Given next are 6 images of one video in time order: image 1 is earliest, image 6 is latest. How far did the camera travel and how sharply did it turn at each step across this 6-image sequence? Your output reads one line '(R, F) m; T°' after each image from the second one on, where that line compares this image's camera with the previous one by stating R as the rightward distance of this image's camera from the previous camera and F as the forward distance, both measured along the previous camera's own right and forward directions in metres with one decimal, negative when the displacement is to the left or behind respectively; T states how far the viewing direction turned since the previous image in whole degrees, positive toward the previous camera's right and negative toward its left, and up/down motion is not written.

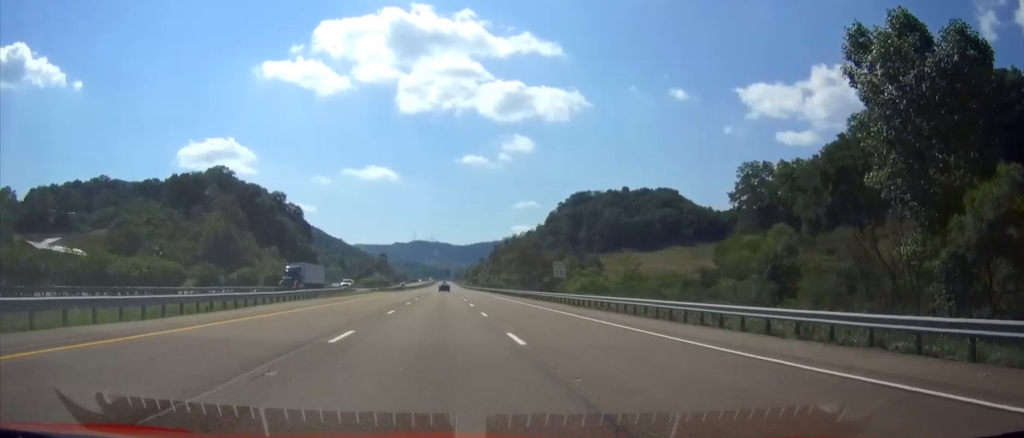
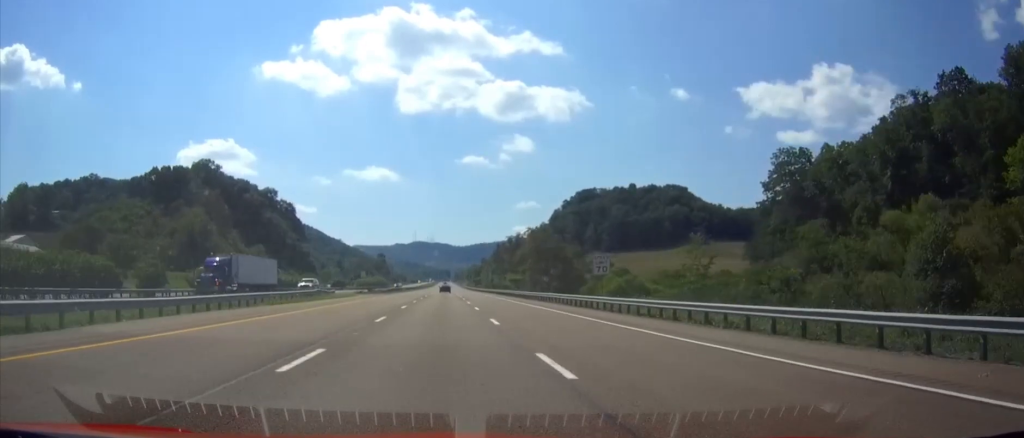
(-0.1, +17.4) m; 0°
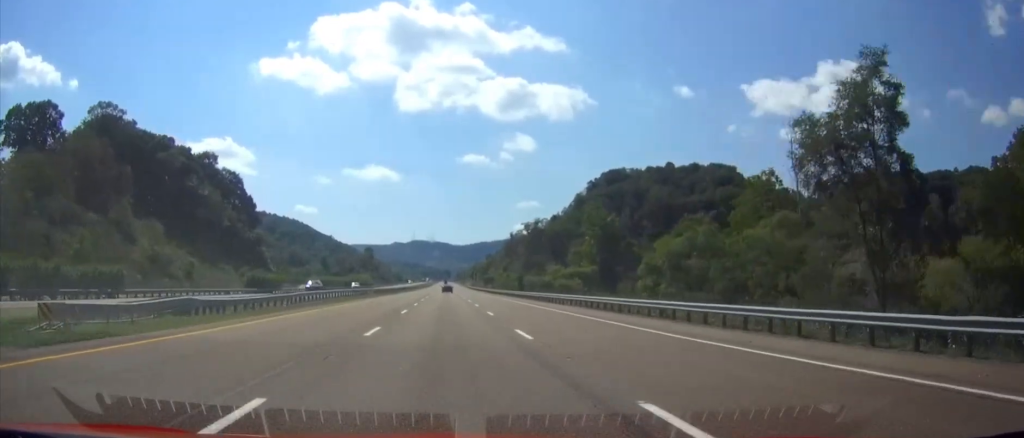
(0.0, +80.9) m; 0°
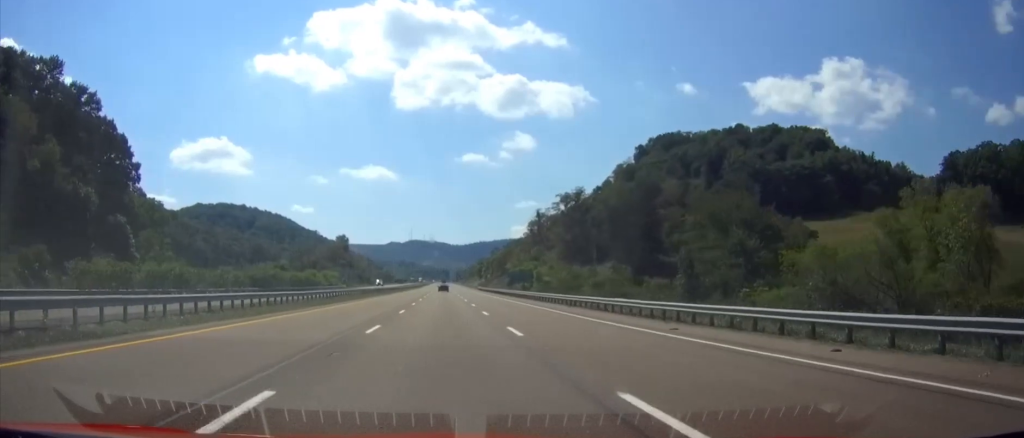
(+0.6, +100.0) m; 0°
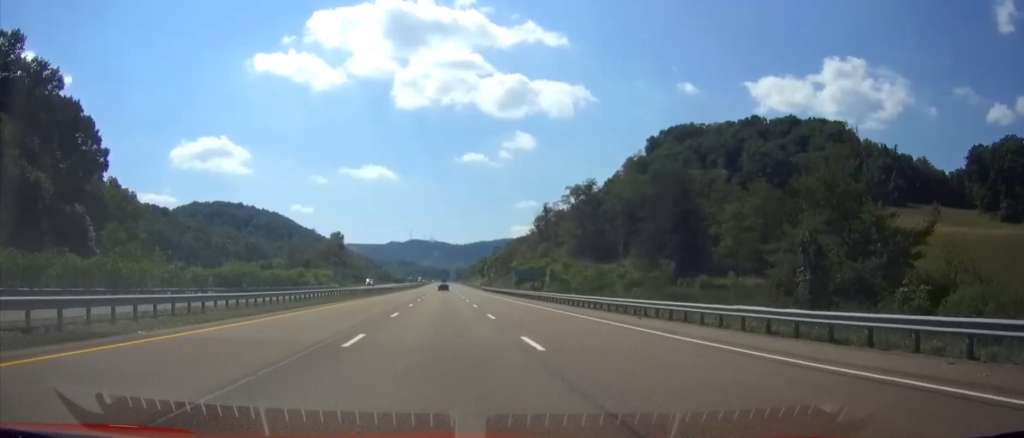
(0.0, +16.2) m; 0°
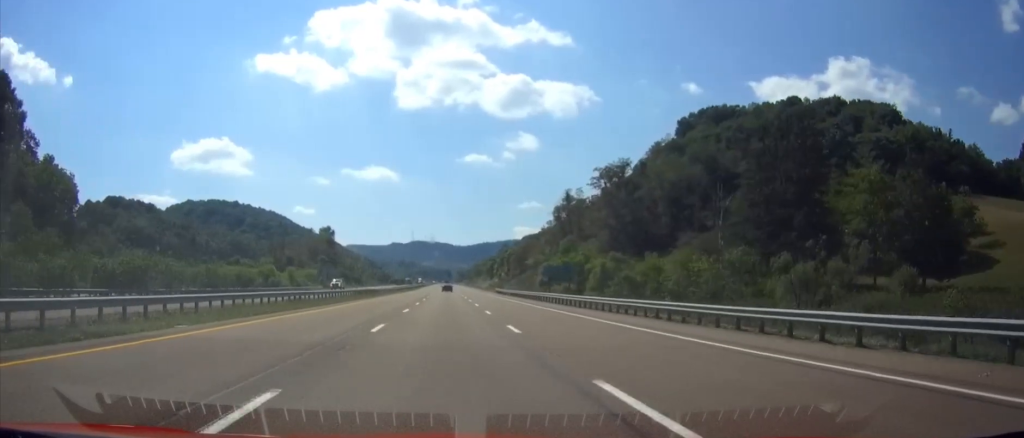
(0.0, +33.5) m; 0°
